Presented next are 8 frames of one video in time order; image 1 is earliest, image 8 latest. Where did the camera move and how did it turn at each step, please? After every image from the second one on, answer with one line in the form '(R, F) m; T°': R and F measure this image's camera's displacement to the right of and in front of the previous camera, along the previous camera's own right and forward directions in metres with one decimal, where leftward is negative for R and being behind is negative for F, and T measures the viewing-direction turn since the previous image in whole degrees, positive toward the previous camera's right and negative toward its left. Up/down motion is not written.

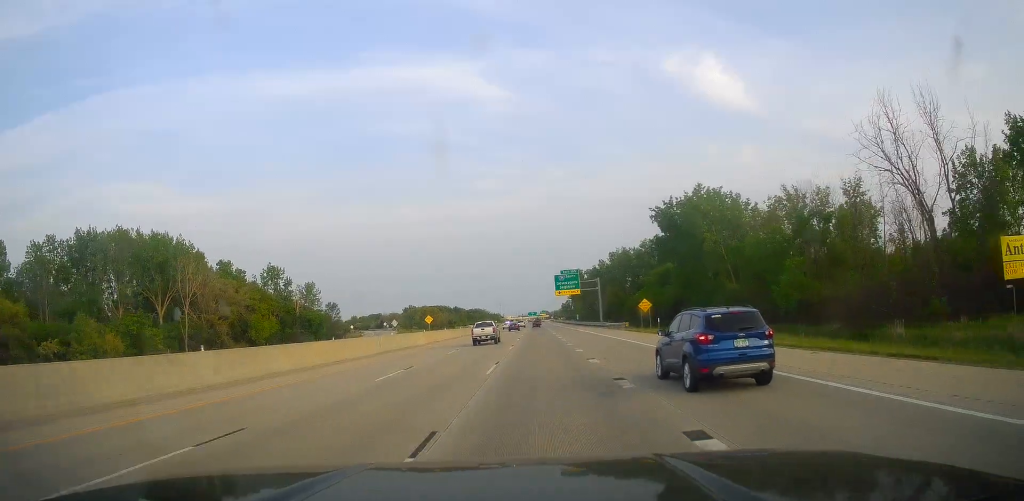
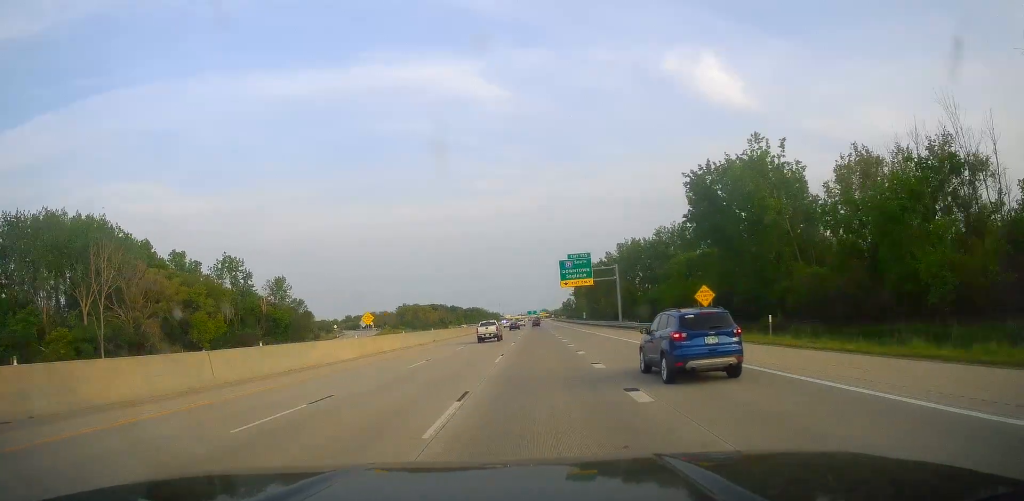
(0.0, +25.2) m; -1°
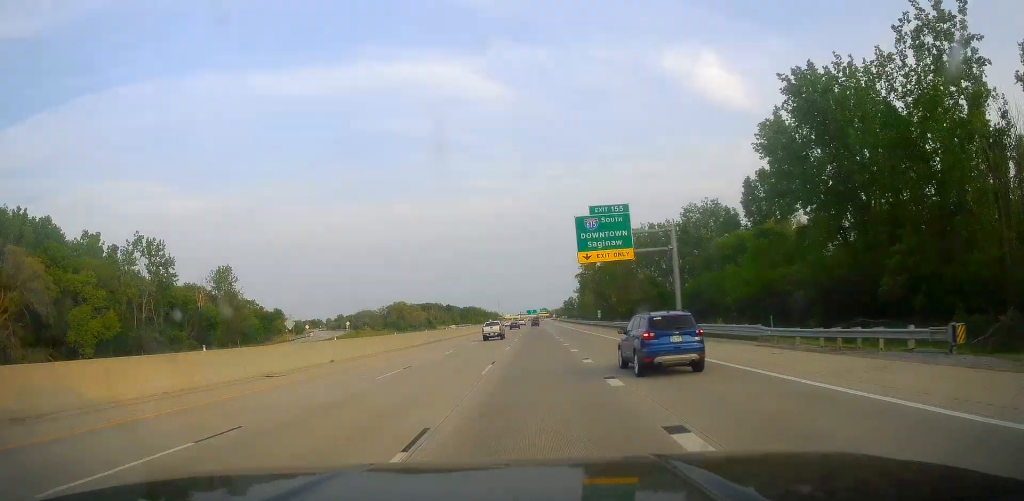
(-0.6, +35.1) m; 0°
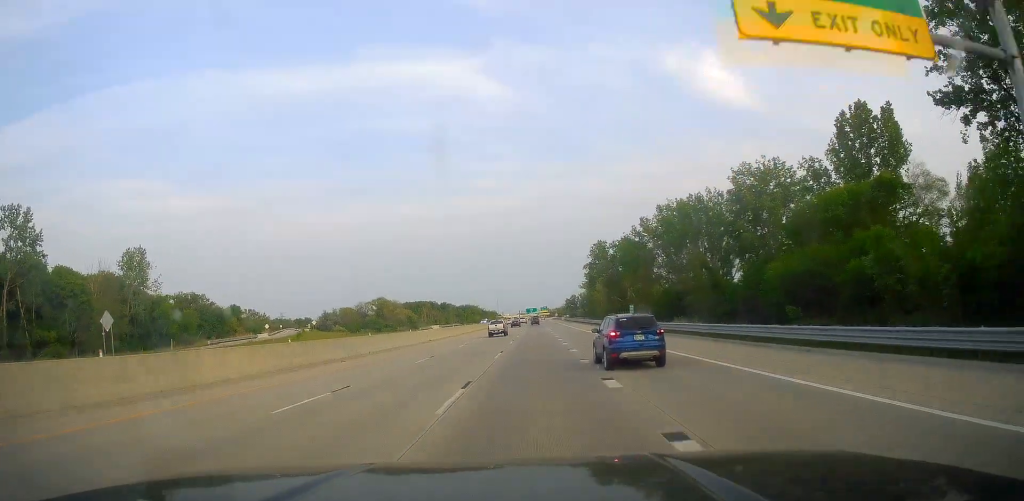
(+0.6, +38.3) m; +1°
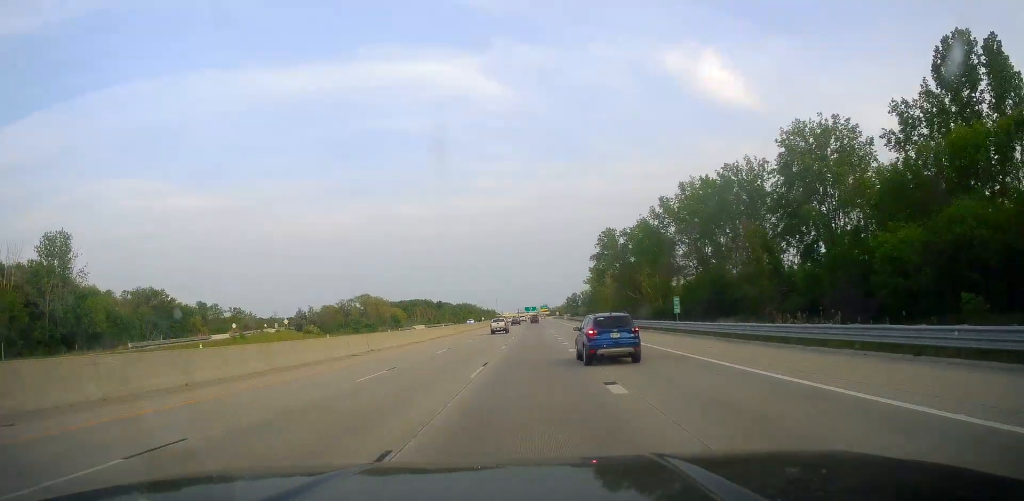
(+0.2, +24.2) m; 0°
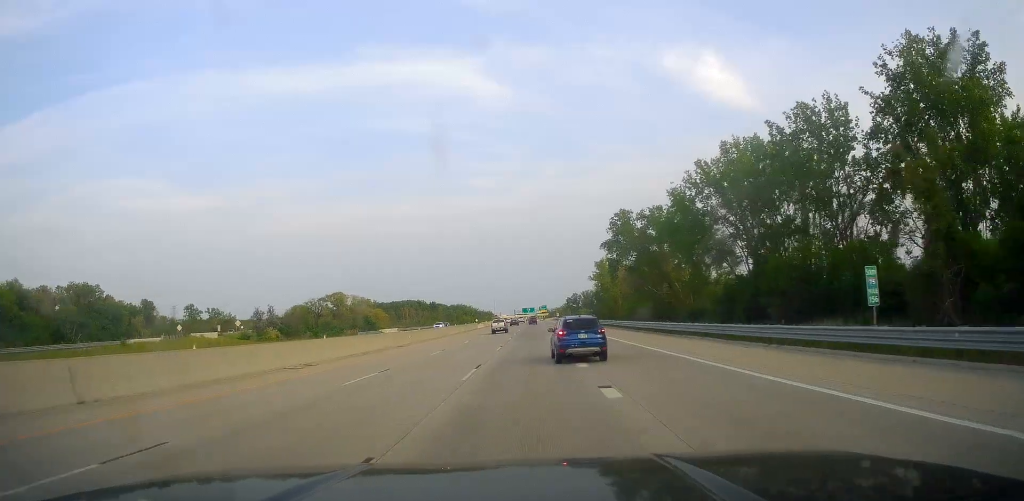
(-0.3, +30.7) m; 0°
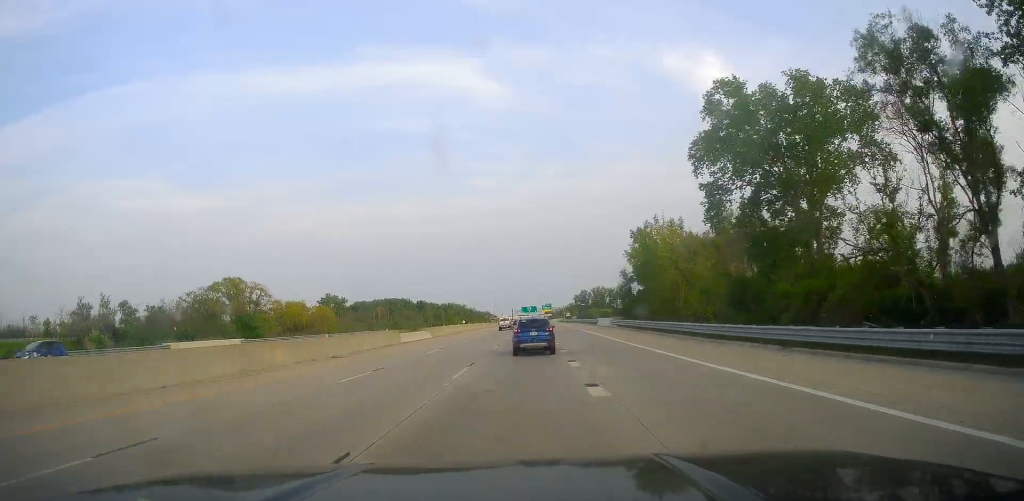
(+0.4, +75.5) m; -1°
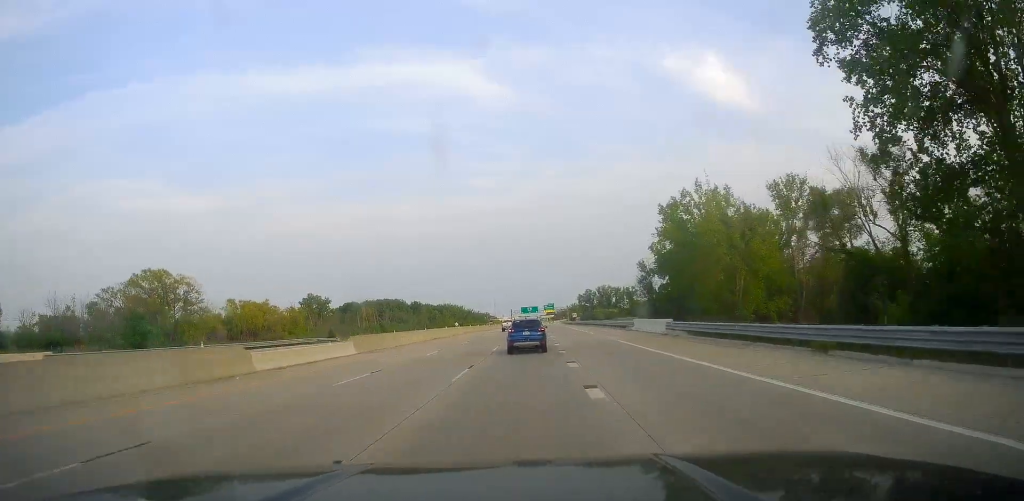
(-0.3, +30.6) m; 0°
